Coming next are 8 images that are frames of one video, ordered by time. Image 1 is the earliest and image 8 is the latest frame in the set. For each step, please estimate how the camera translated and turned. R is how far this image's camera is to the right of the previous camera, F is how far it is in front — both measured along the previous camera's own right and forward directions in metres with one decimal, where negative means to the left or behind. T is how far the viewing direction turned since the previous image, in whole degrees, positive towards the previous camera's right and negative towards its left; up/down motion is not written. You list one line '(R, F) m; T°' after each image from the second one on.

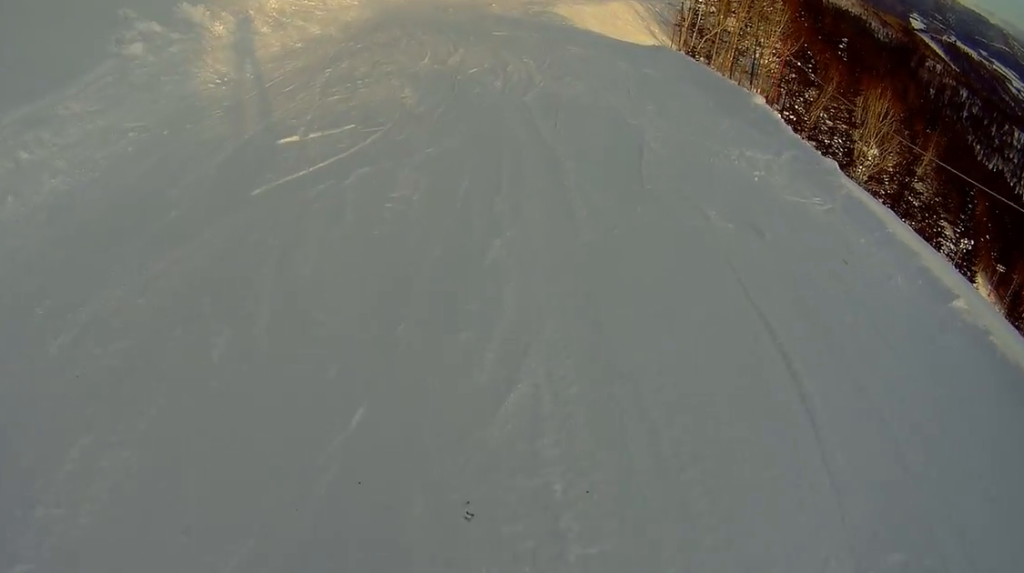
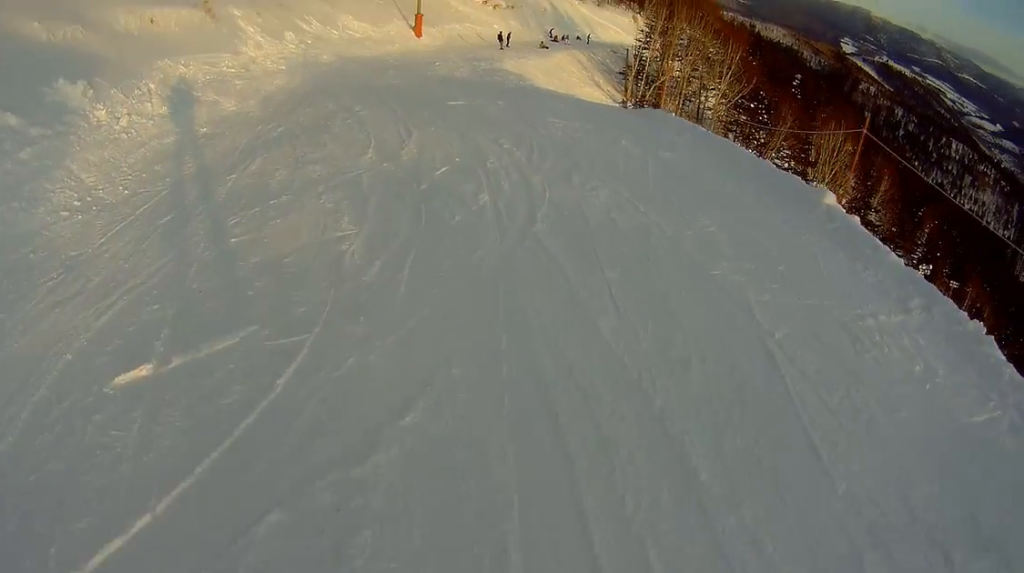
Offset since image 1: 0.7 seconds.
(0.0, +3.0) m; 0°
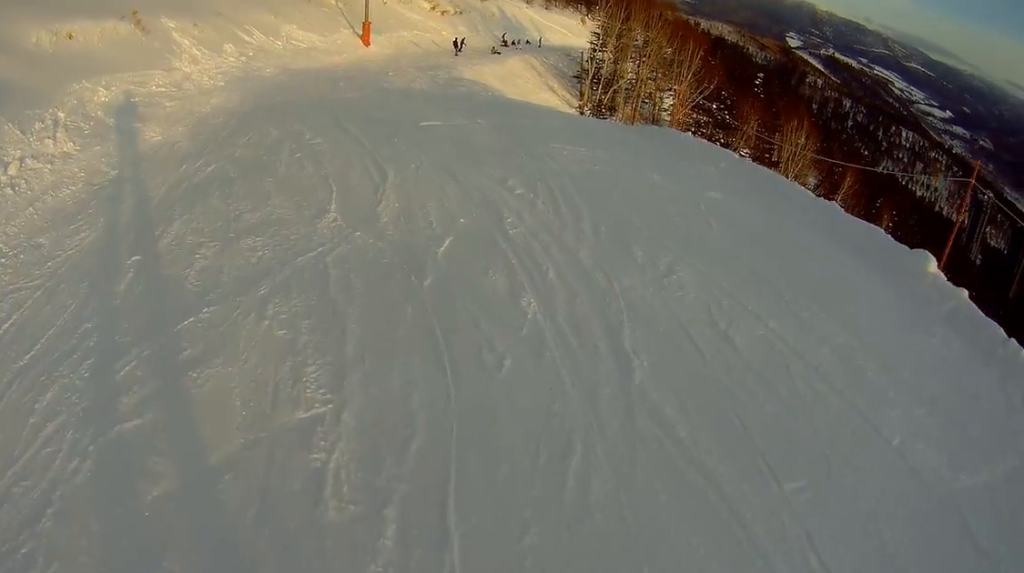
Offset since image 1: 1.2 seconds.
(0.0, +2.2) m; 0°
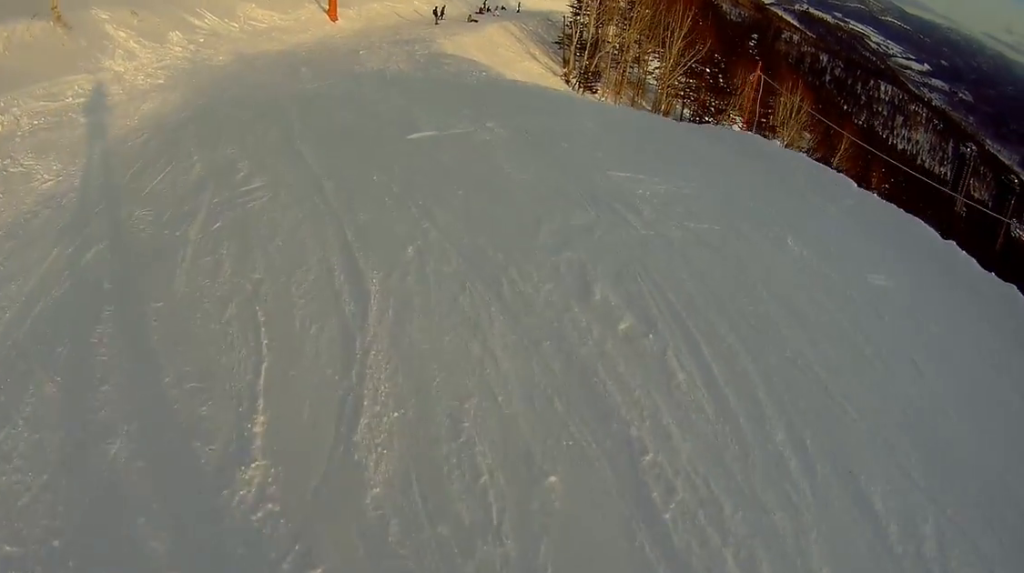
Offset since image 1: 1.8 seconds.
(0.0, +2.9) m; 0°
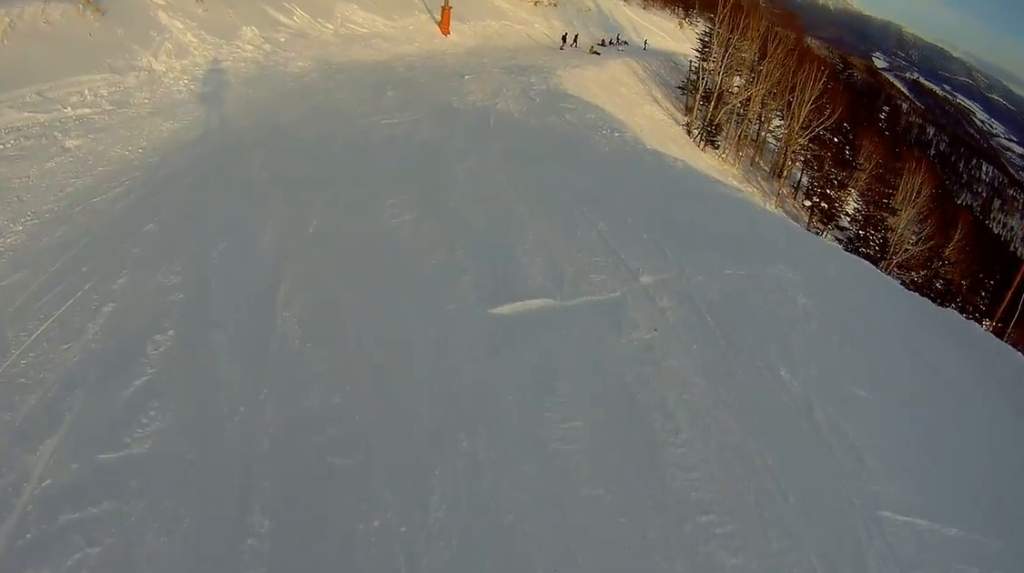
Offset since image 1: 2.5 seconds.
(0.0, +3.5) m; 0°
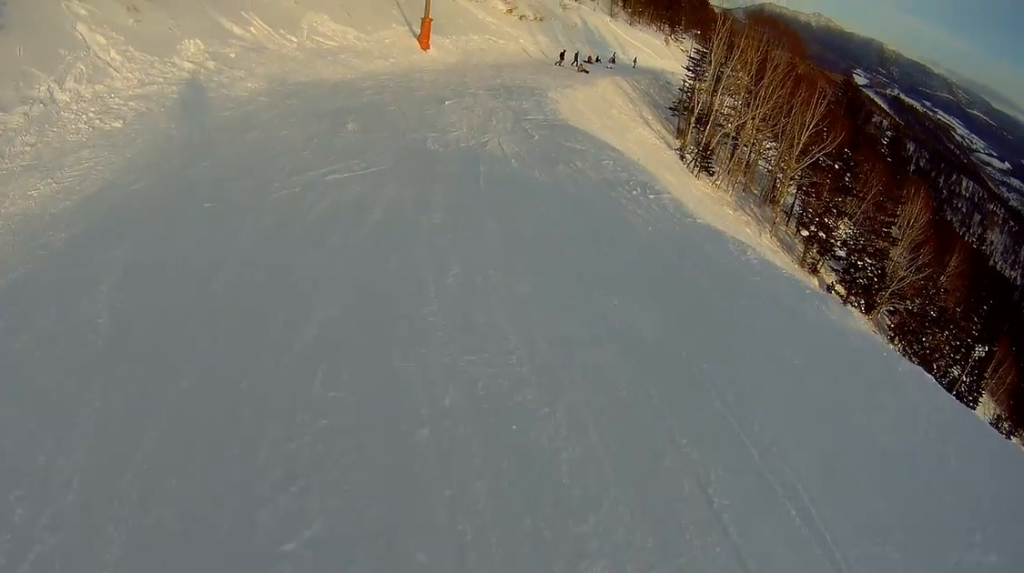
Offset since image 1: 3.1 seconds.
(0.0, +3.2) m; 0°
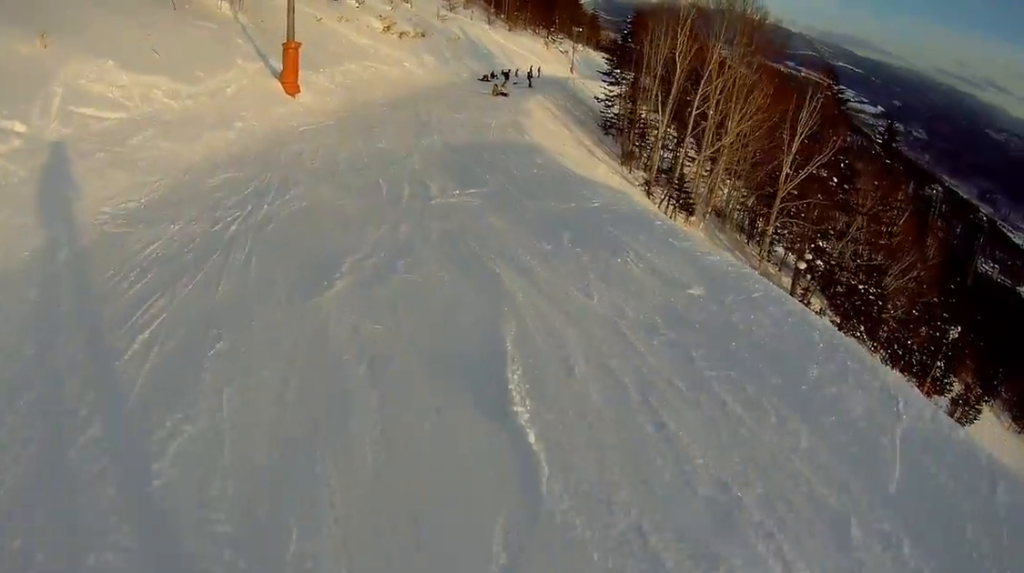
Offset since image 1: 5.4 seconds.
(0.0, +12.1) m; 0°
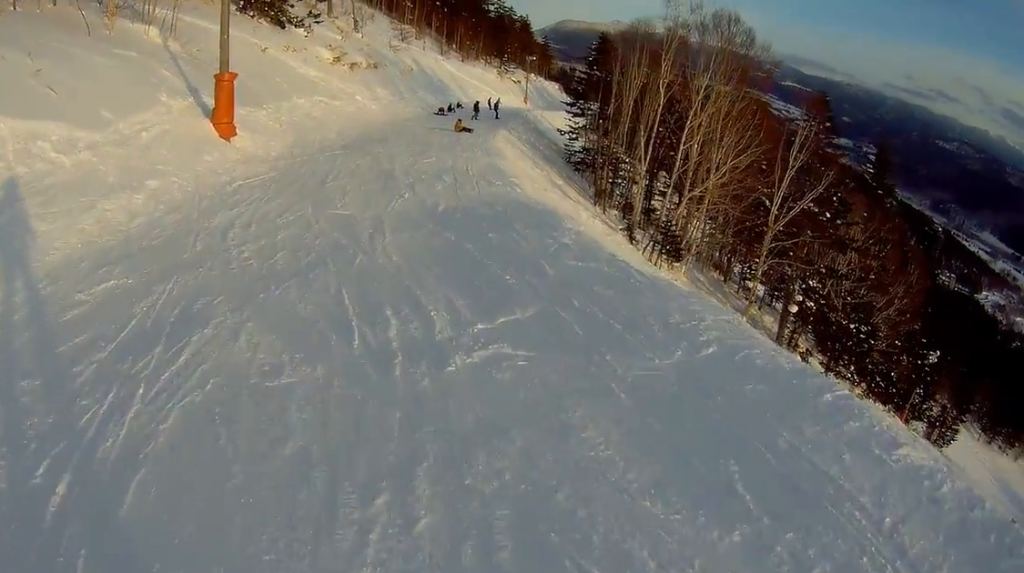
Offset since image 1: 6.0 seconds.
(0.0, +3.6) m; 0°
